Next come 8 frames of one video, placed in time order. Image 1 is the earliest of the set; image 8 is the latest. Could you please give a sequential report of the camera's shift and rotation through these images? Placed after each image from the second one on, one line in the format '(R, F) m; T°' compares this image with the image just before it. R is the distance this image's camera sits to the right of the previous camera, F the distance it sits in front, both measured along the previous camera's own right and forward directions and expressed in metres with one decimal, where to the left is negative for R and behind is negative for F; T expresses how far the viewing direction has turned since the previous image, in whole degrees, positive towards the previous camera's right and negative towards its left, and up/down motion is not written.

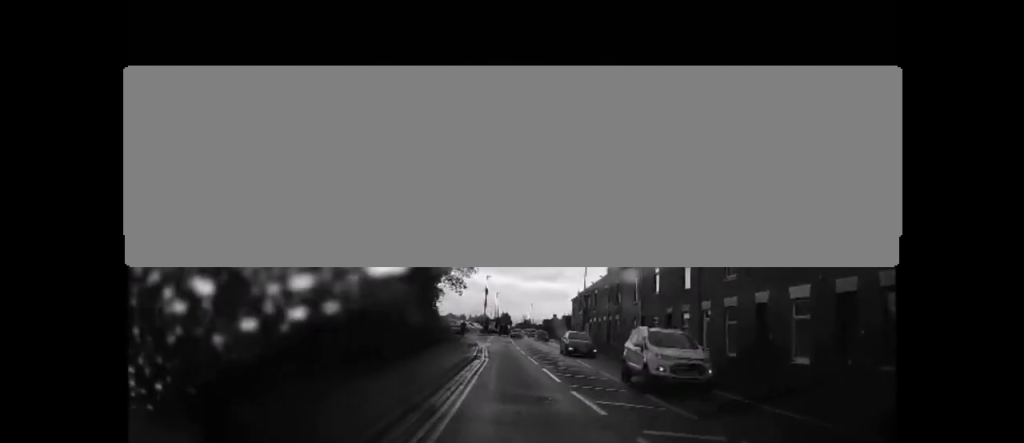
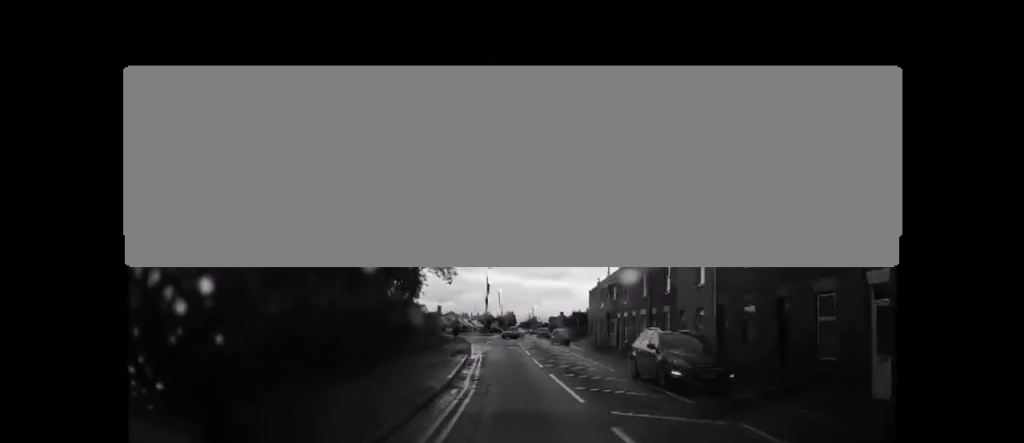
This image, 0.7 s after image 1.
(-0.1, +10.9) m; -1°
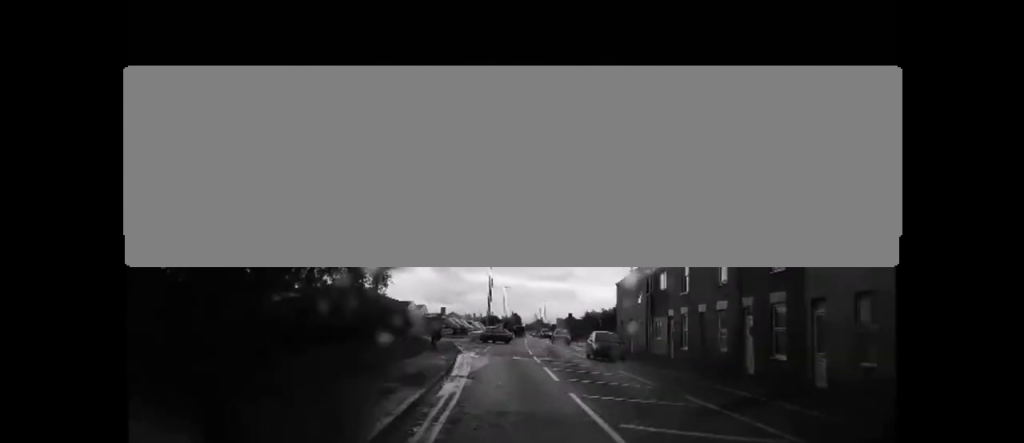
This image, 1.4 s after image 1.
(-0.1, +11.3) m; -1°
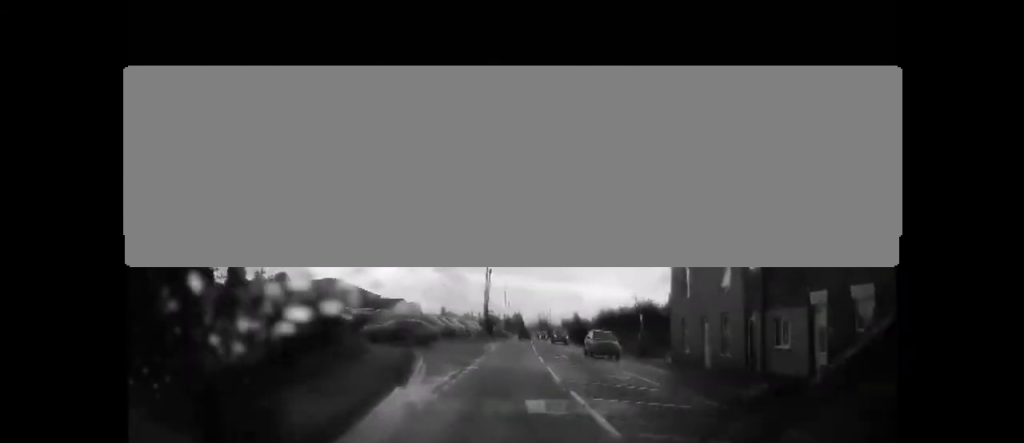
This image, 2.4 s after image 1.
(+0.1, +14.1) m; -1°
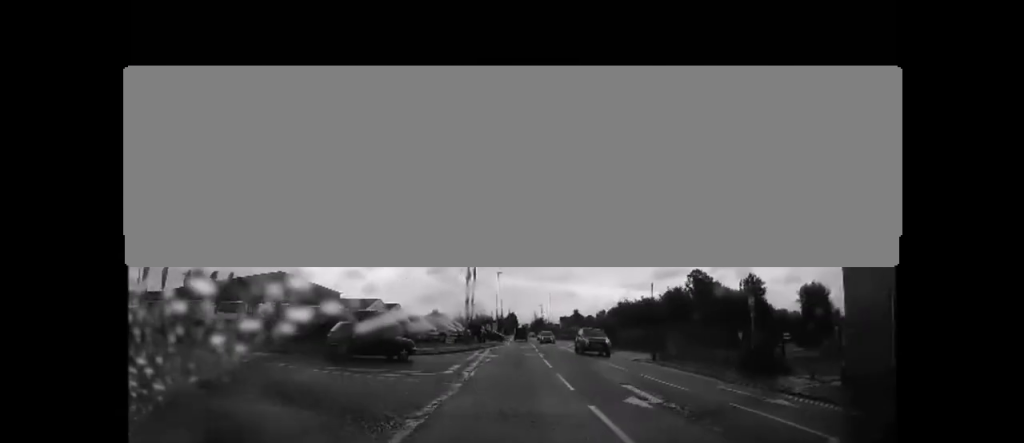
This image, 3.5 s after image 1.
(-0.2, +16.8) m; +1°
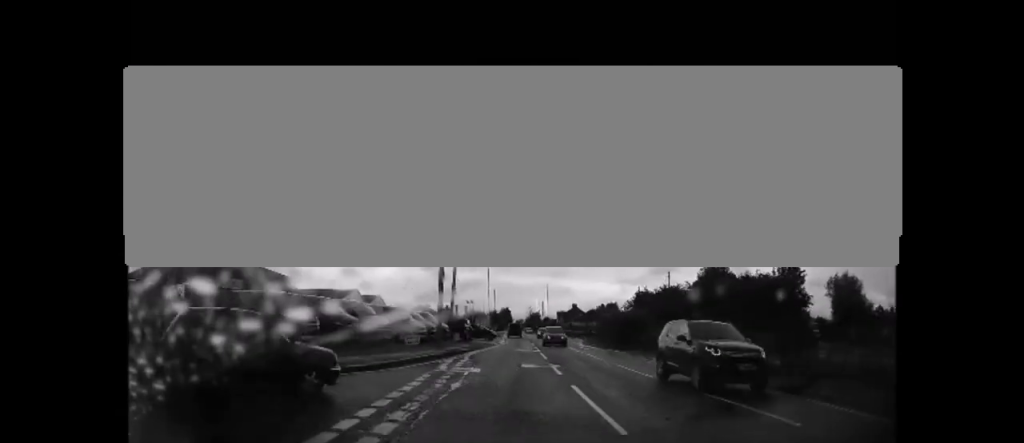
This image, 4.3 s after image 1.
(+0.2, +12.3) m; +2°
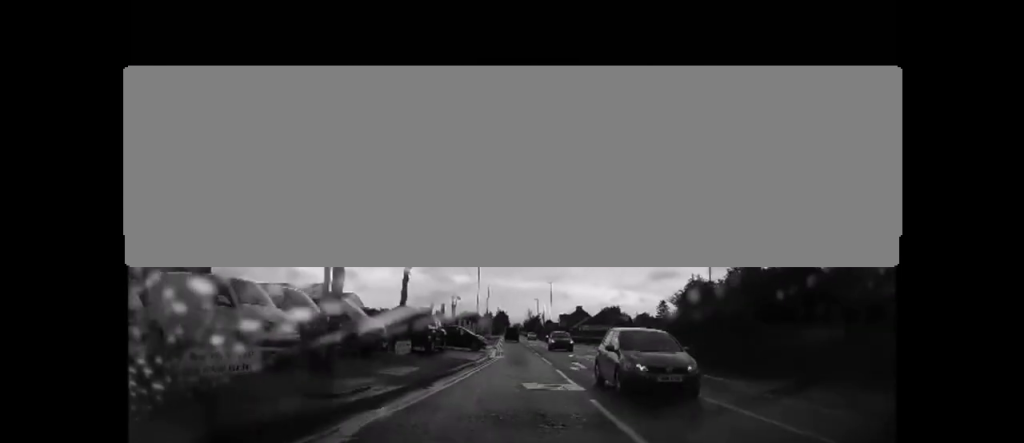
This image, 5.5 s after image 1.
(+0.2, +16.7) m; 0°
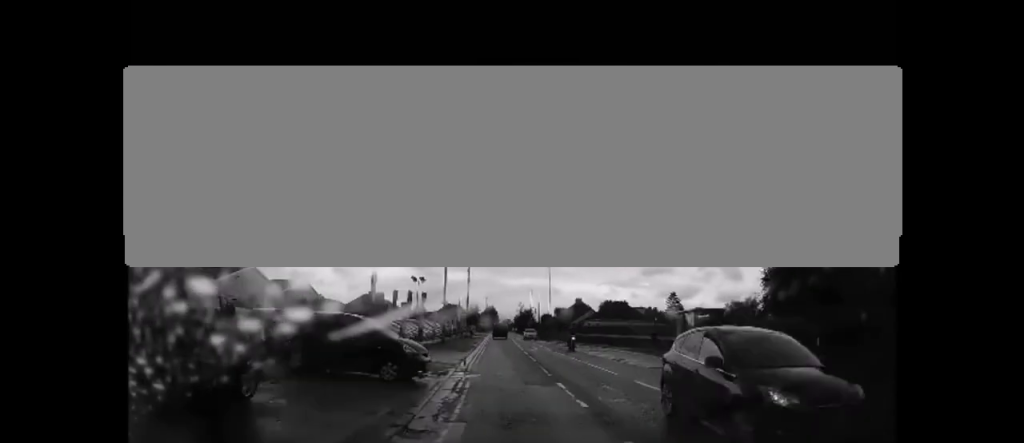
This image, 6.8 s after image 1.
(-0.4, +19.6) m; 0°
